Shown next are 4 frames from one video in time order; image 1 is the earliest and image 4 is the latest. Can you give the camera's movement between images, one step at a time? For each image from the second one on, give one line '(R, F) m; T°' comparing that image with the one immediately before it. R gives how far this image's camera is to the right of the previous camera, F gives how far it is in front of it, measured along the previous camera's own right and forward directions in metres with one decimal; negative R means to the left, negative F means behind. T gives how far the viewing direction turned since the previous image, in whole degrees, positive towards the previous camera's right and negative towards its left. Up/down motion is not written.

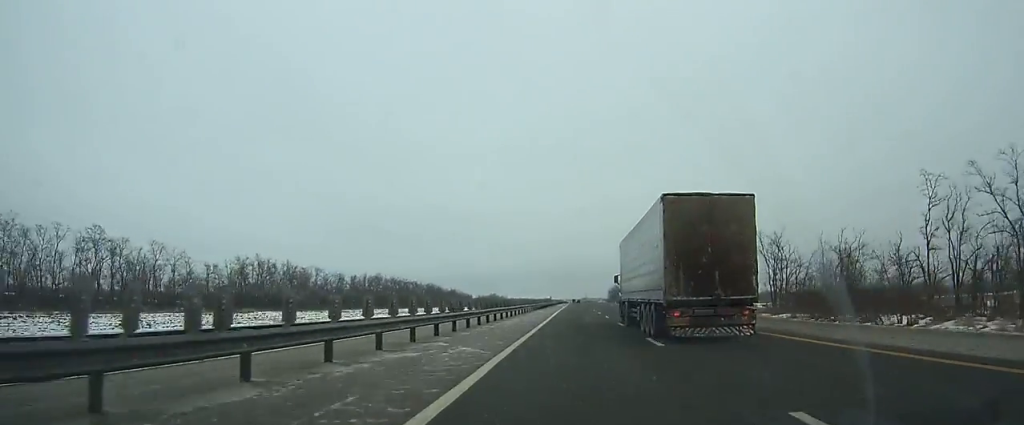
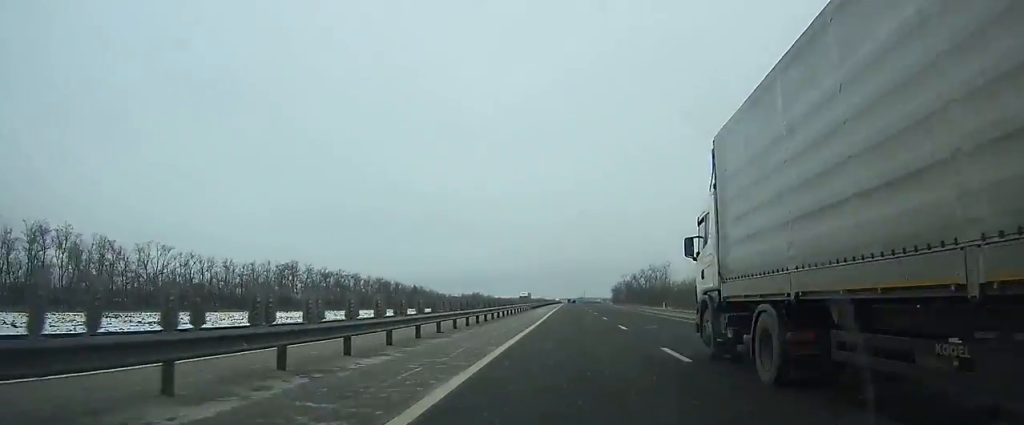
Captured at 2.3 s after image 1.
(+0.2, +70.3) m; 0°
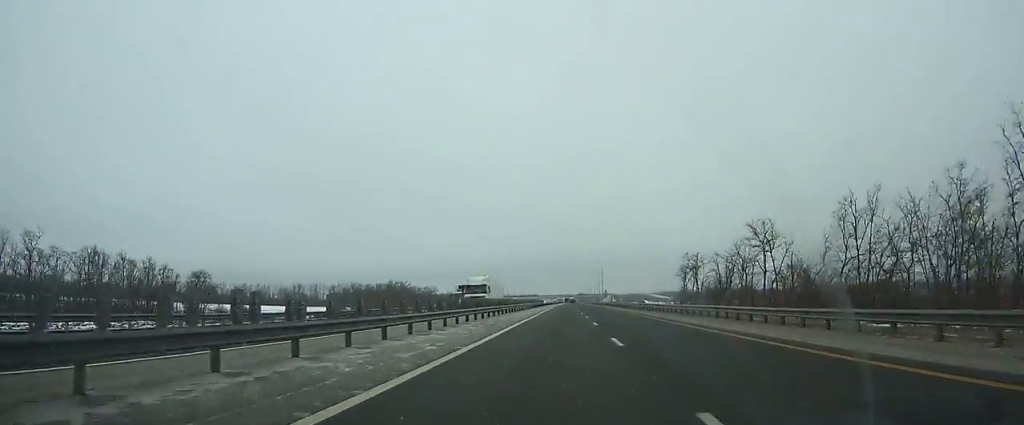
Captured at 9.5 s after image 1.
(+0.1, +218.3) m; 0°
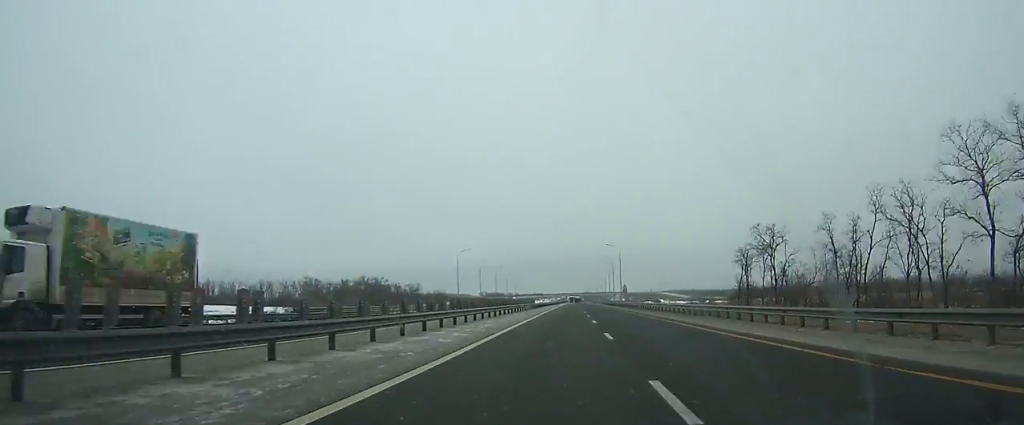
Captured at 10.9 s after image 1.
(0.0, +44.1) m; 0°
